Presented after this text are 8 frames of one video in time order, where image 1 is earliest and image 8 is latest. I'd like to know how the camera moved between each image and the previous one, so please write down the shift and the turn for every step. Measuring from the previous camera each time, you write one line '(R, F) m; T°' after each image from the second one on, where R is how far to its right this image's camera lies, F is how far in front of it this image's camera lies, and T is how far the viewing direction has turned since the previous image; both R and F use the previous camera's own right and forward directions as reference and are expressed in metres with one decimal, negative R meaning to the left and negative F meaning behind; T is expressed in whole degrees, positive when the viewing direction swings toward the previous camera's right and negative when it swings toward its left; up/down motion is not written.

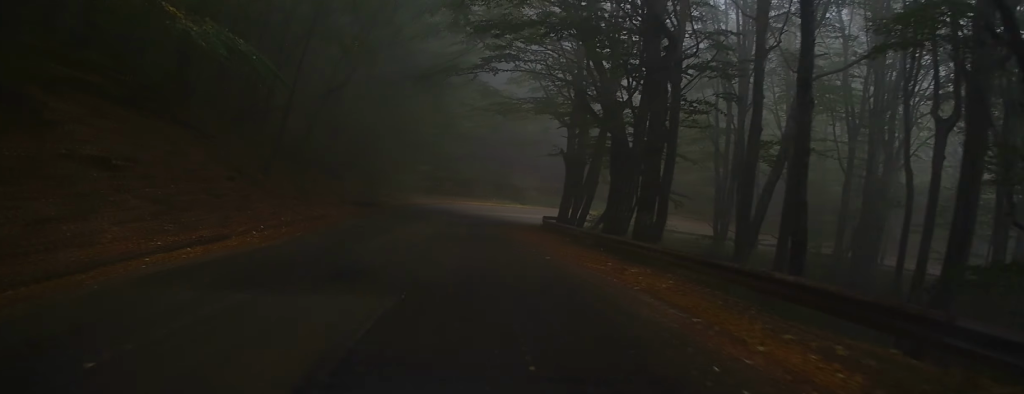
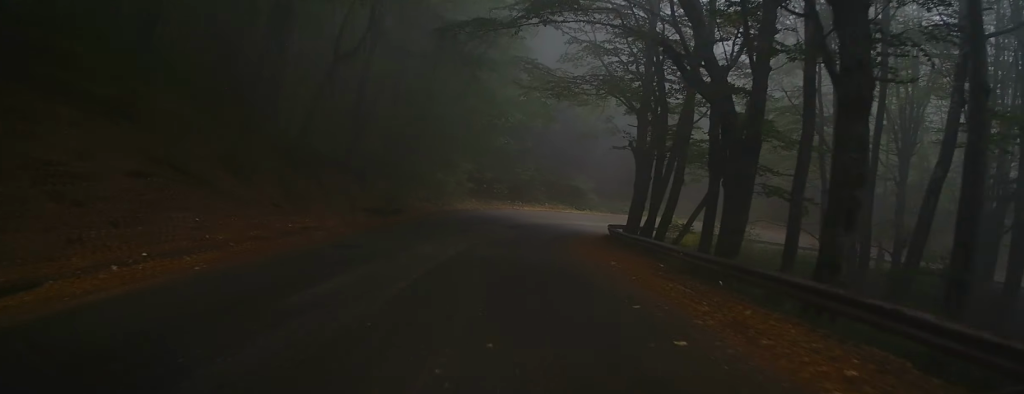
(-0.9, +7.7) m; -10°
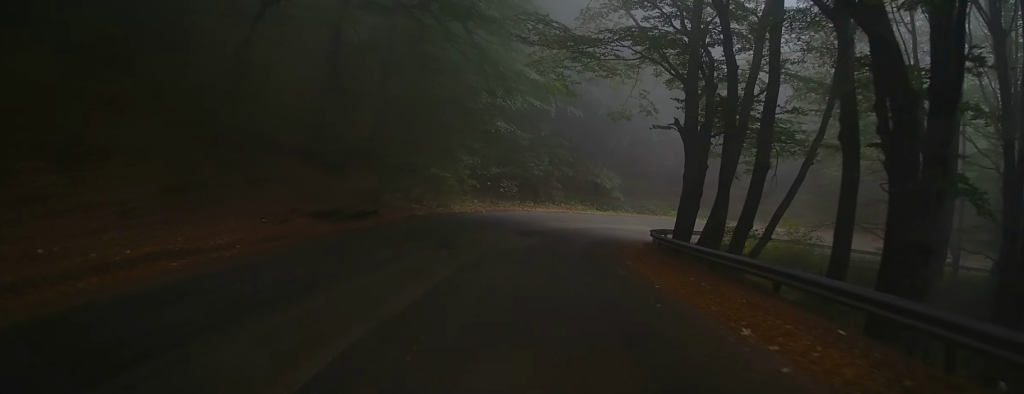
(-0.6, +7.7) m; -3°
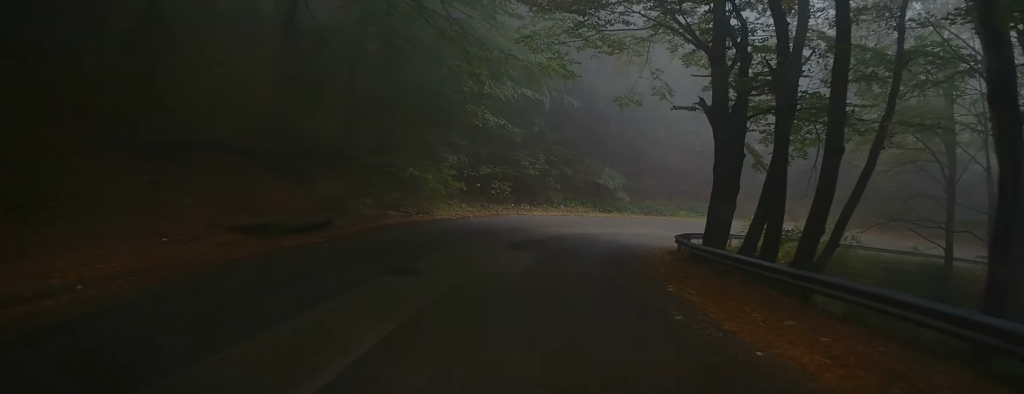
(-0.3, +4.5) m; +2°
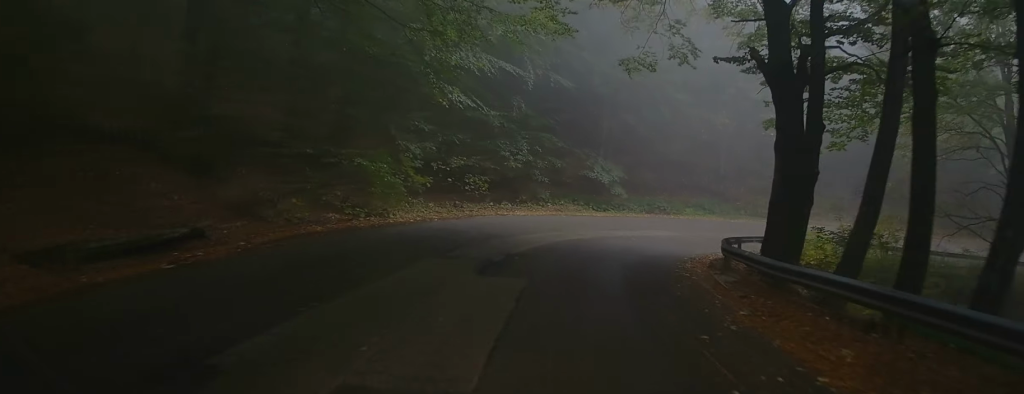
(+0.4, +5.8) m; +5°
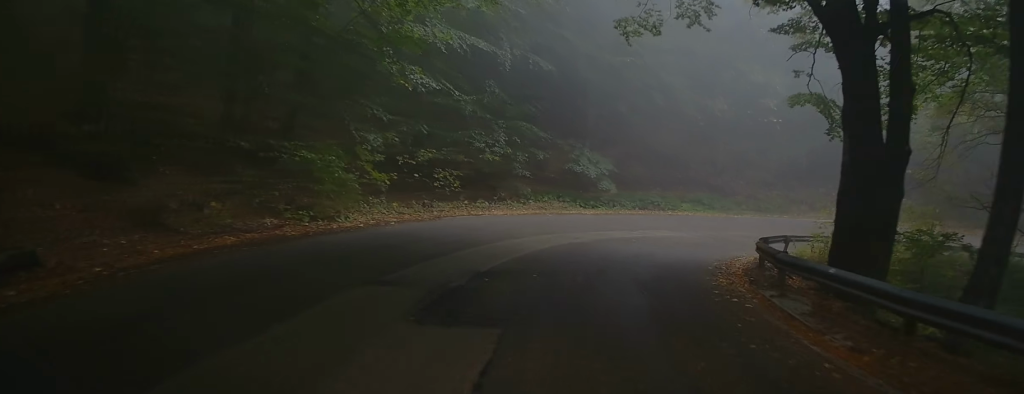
(0.0, +3.8) m; +4°
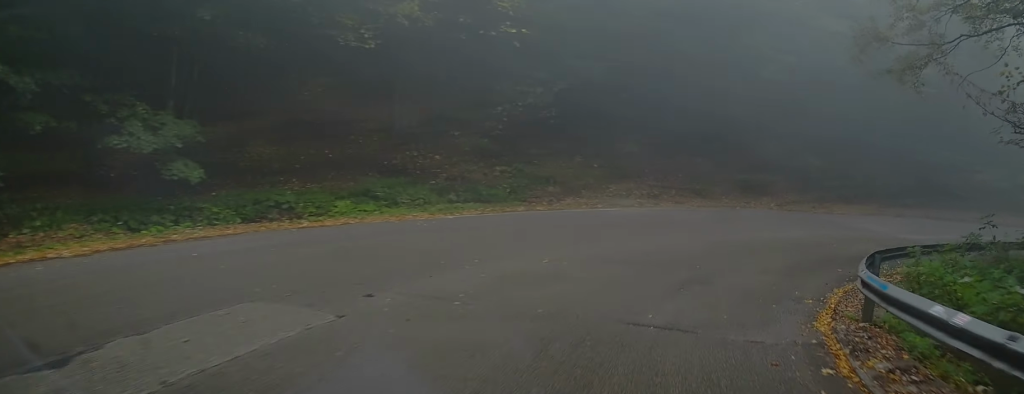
(+2.6, +18.2) m; +20°
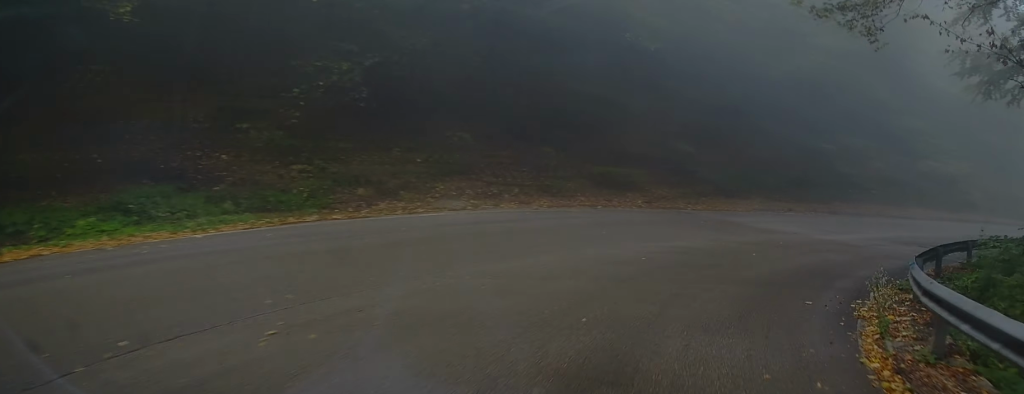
(-0.1, +5.5) m; +18°
